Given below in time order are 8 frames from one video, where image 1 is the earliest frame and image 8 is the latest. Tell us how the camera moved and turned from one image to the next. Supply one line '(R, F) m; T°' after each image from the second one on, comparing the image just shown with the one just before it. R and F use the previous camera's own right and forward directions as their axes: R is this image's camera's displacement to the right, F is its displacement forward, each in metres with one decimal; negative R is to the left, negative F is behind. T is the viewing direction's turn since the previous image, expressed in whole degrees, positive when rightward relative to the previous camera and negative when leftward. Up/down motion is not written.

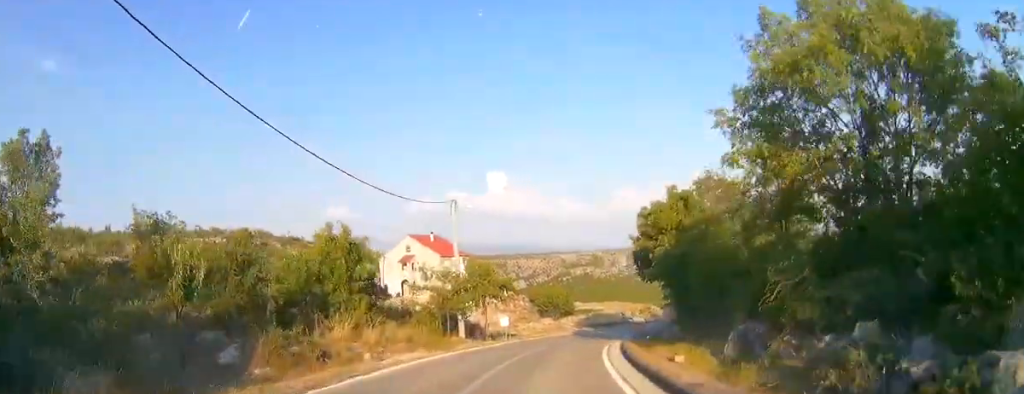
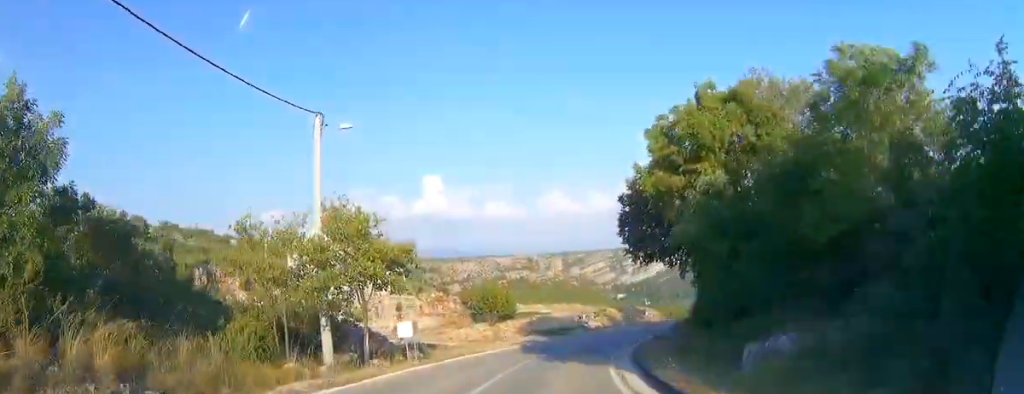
(-0.5, +14.0) m; +6°
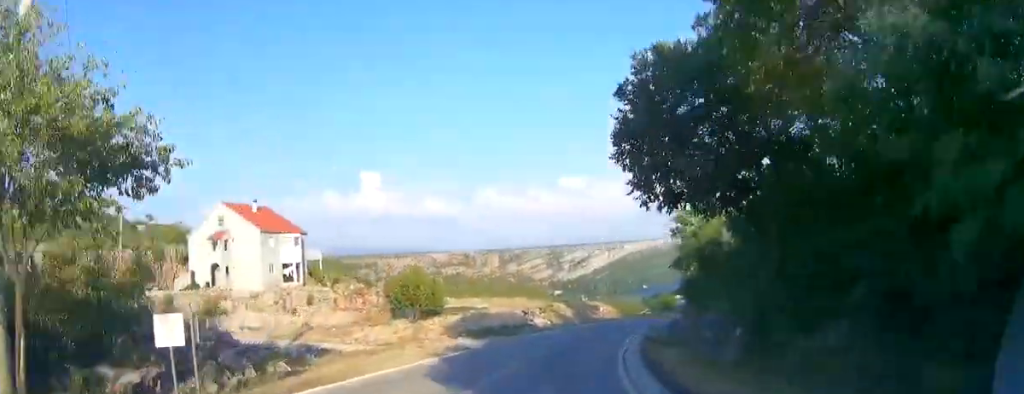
(+0.5, +10.8) m; +6°
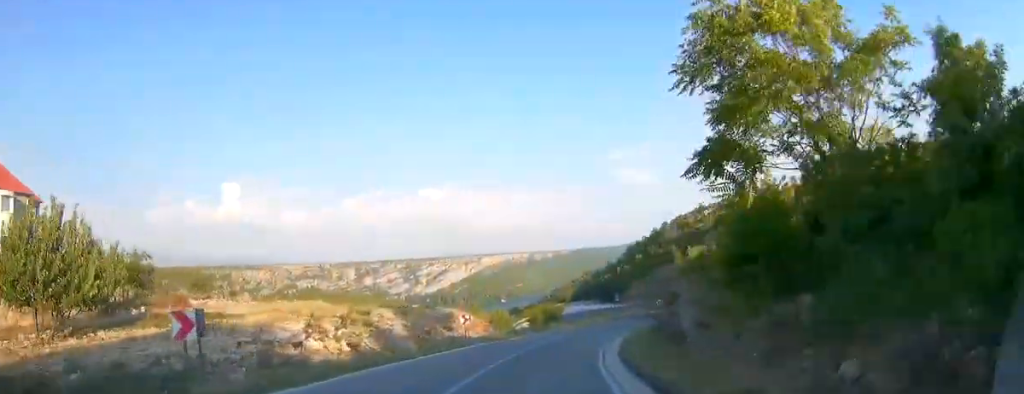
(+4.1, +26.0) m; +16°
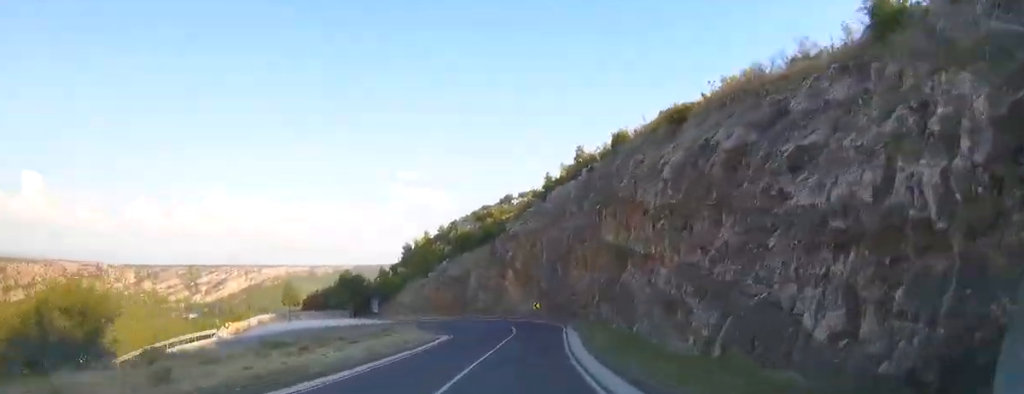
(+10.5, +48.5) m; +19°
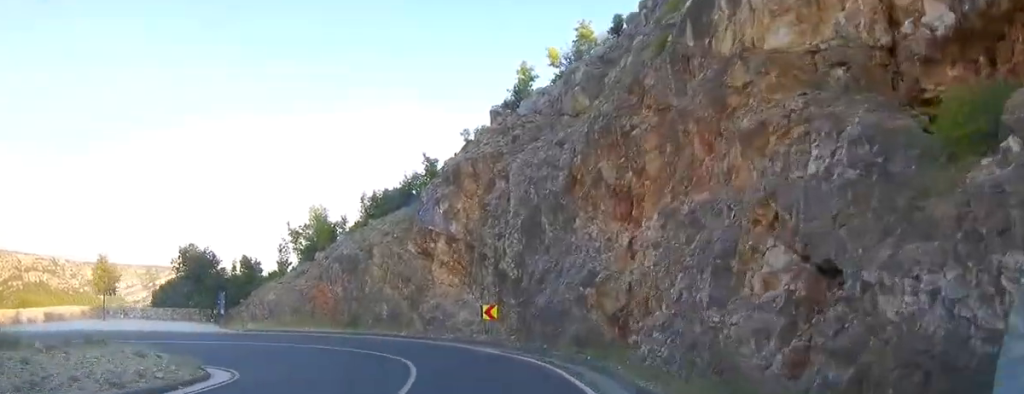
(+1.1, +26.8) m; +3°
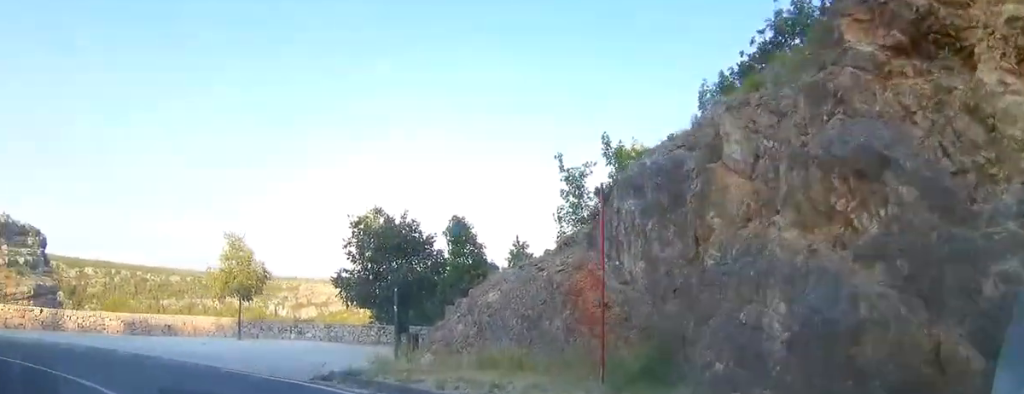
(-1.5, +23.8) m; -24°
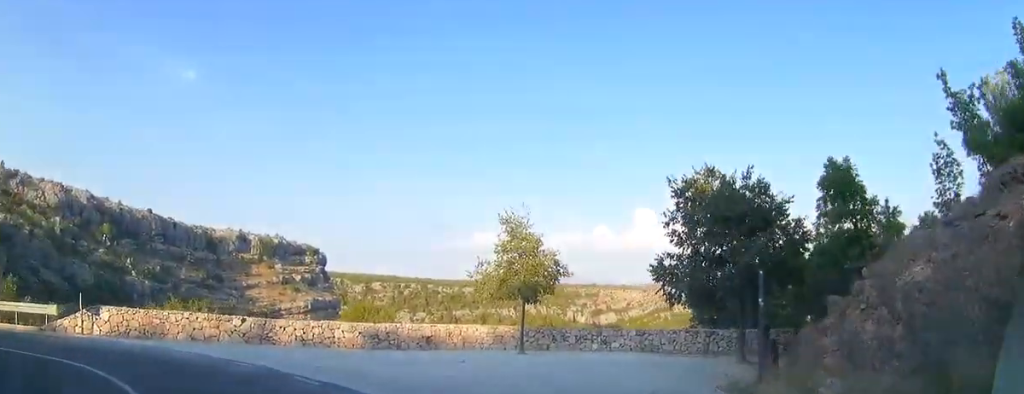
(-2.3, +6.3) m; -20°
